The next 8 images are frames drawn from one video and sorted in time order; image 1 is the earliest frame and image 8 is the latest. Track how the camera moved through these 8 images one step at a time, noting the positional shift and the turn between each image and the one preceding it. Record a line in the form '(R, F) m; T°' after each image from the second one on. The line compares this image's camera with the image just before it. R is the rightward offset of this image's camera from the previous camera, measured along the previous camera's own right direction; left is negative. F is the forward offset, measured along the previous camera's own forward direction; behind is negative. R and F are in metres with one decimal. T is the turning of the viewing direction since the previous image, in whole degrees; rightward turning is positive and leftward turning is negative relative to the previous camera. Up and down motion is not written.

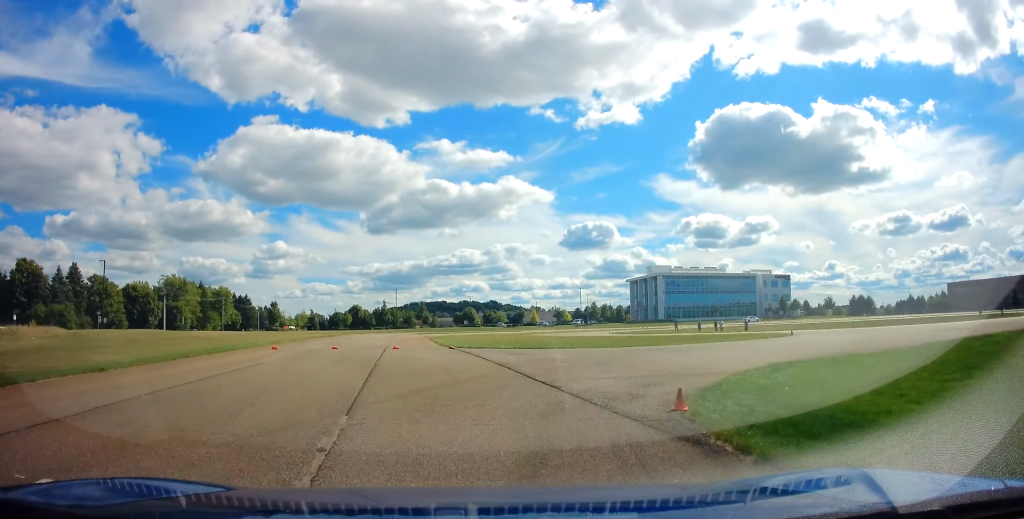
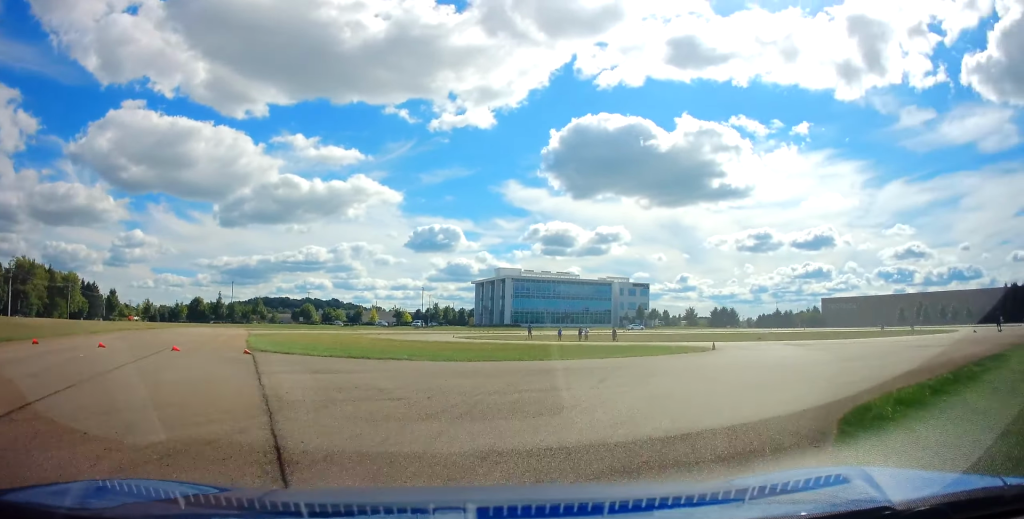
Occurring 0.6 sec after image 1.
(+1.1, +8.2) m; +13°
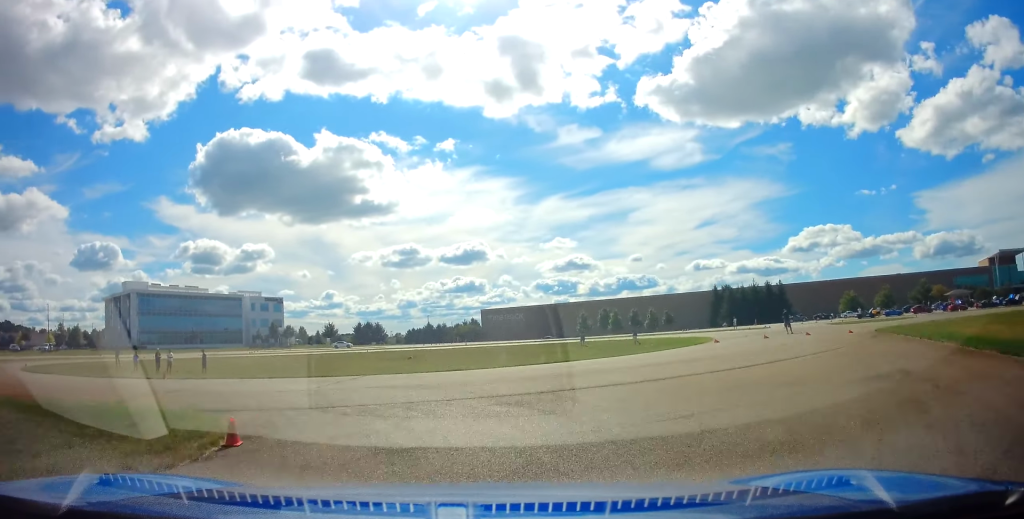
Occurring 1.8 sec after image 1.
(+4.8, +15.8) m; +17°
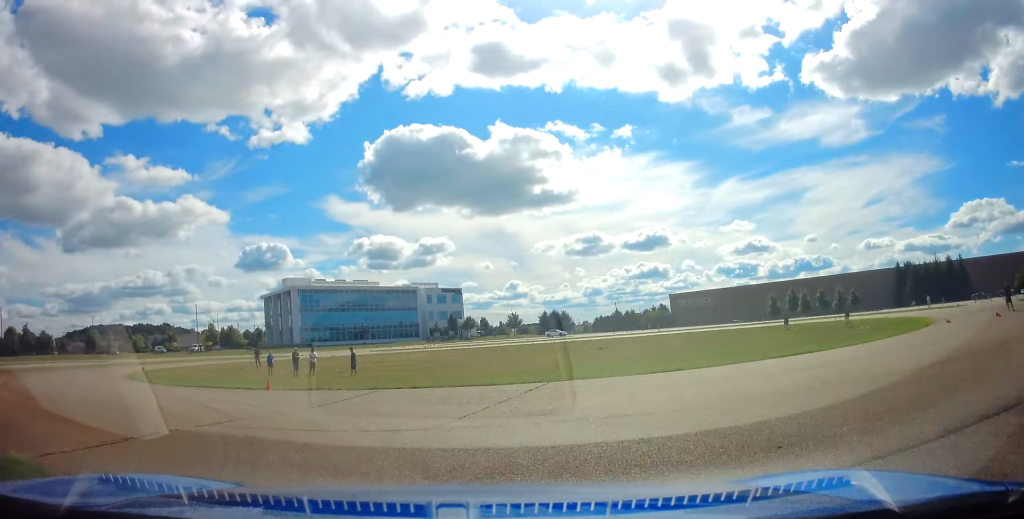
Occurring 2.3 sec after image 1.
(0.0, +6.1) m; -8°
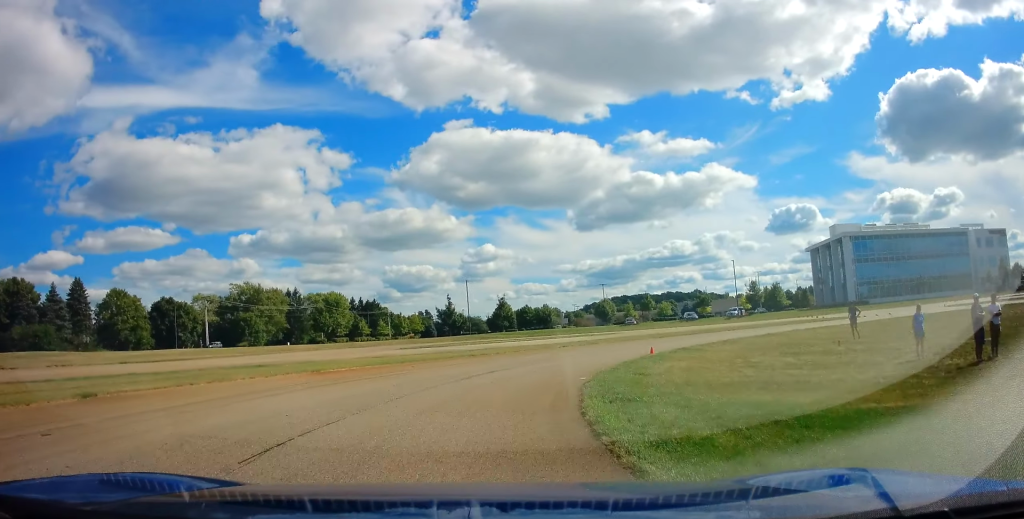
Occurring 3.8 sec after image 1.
(-8.7, +17.1) m; -38°
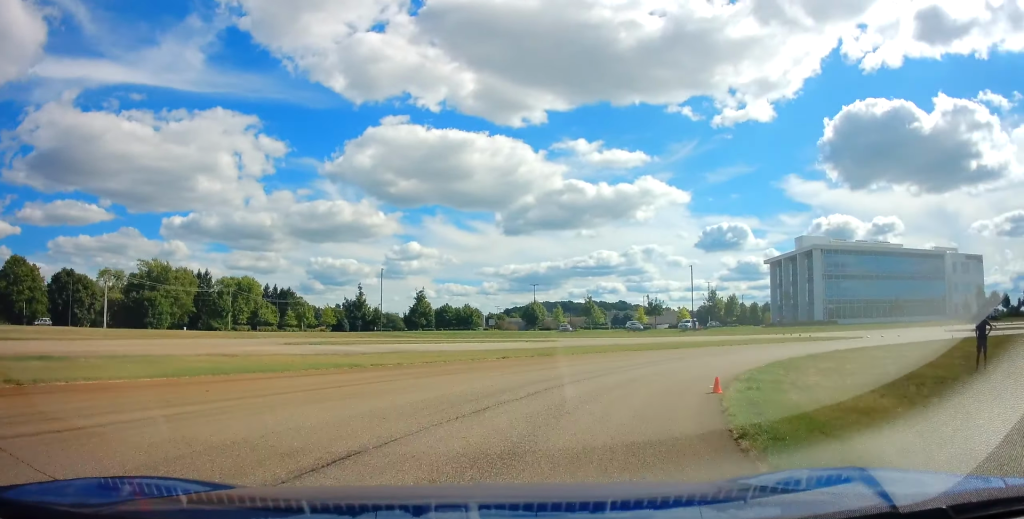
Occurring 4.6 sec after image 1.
(-0.2, +11.8) m; +6°
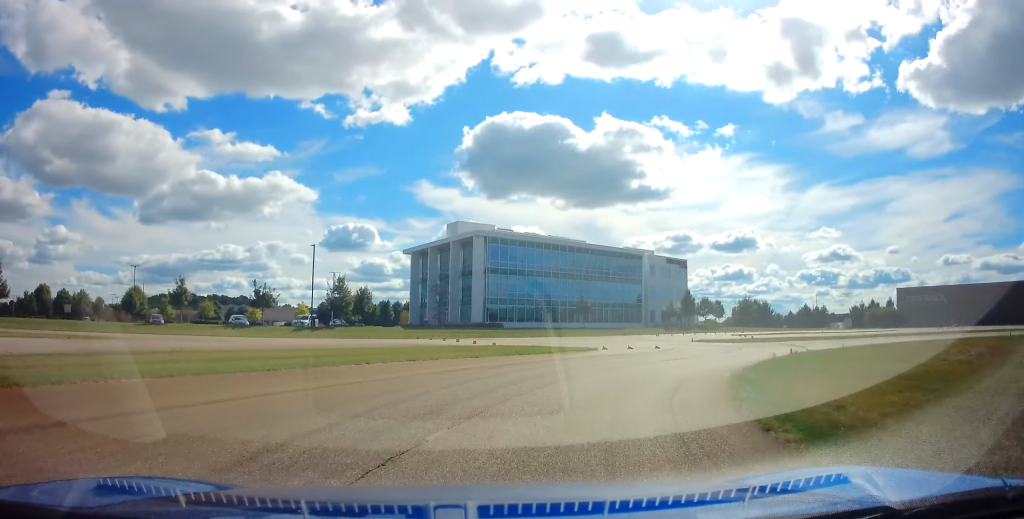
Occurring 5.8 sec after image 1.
(+3.2, +18.5) m; +28°
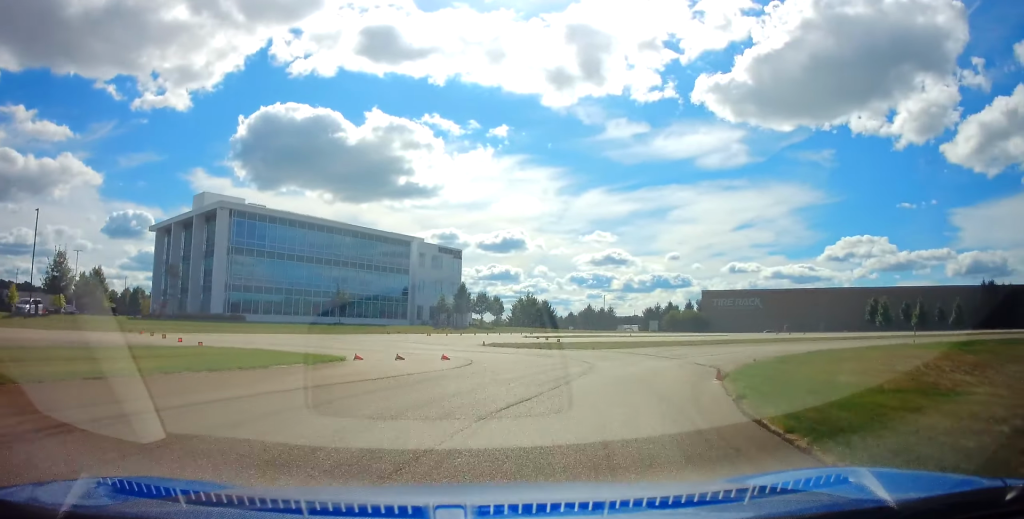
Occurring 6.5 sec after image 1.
(+2.7, +11.9) m; +23°
